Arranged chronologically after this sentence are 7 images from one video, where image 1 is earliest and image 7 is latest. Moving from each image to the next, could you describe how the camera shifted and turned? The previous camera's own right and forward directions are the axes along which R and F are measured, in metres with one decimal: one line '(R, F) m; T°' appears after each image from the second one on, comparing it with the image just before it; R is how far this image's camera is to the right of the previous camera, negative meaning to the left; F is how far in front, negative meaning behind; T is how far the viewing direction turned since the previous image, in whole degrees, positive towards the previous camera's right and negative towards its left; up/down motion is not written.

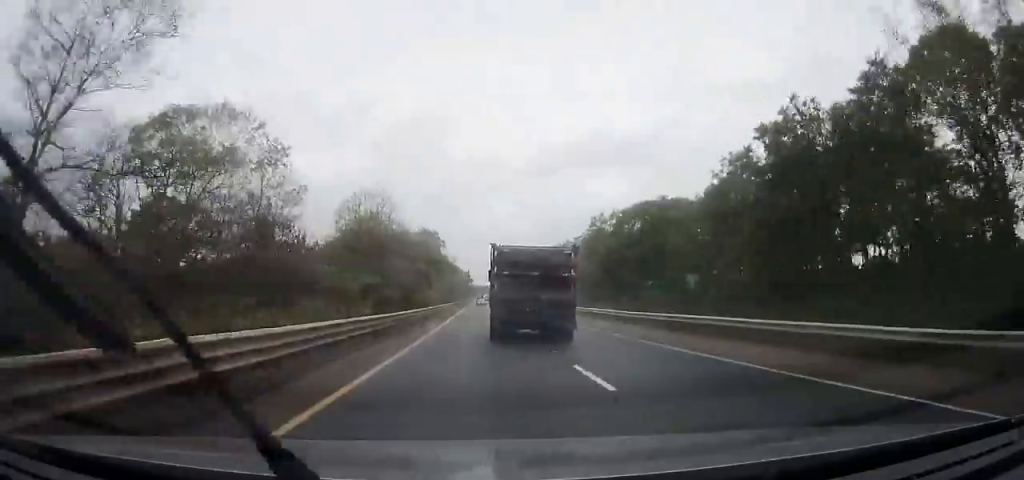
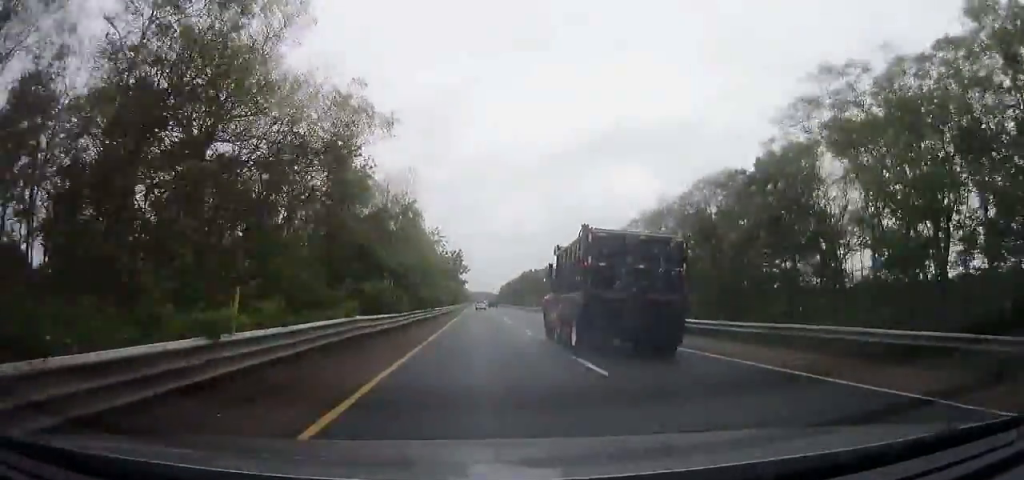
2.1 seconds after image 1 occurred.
(-0.1, +70.8) m; 0°
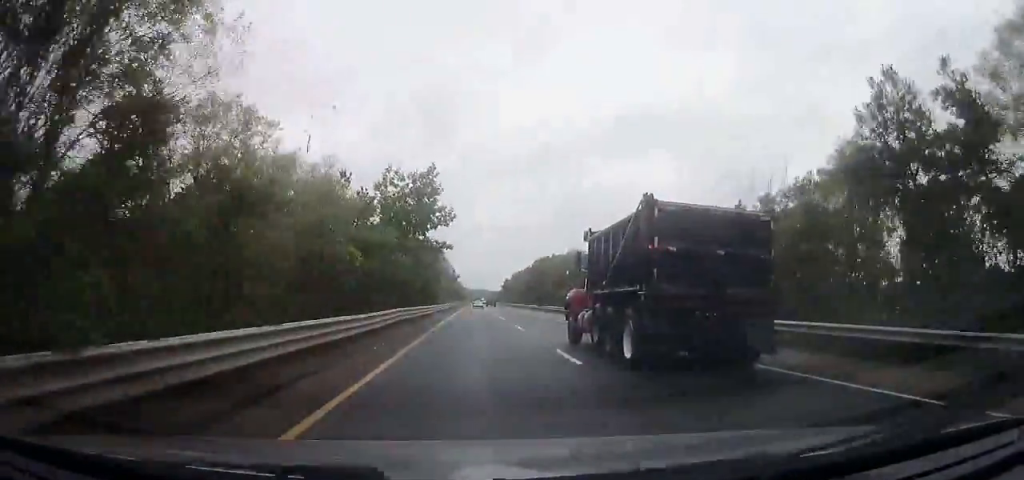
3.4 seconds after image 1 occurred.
(+0.1, +47.8) m; 0°
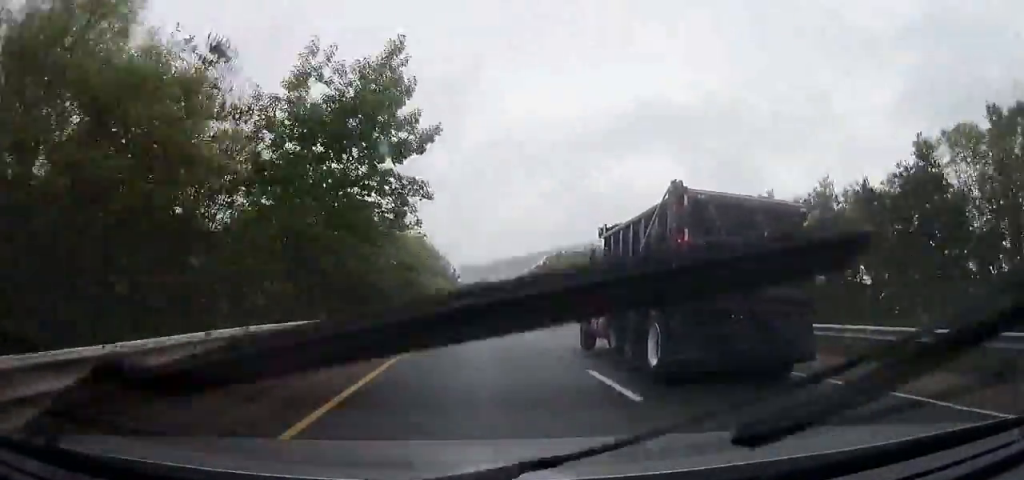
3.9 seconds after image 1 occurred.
(0.0, +16.2) m; 0°
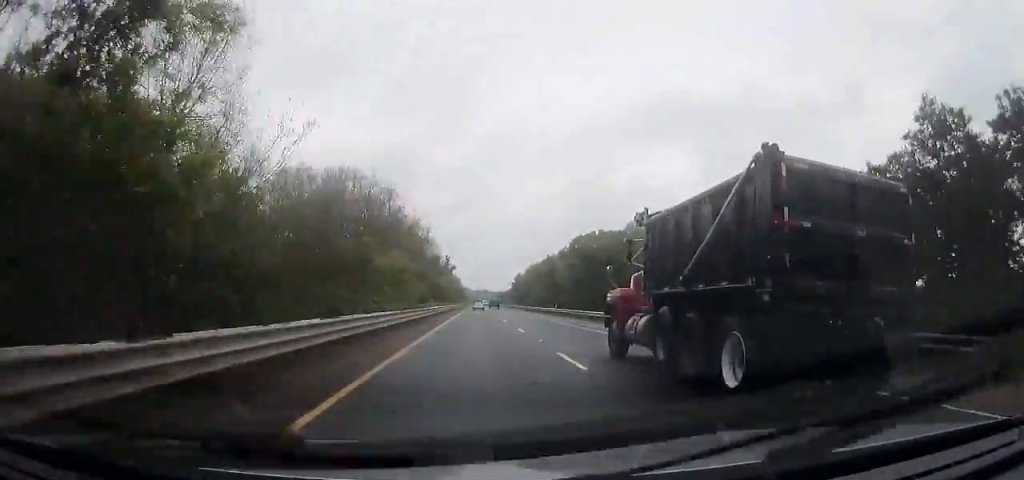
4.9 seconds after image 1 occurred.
(0.0, +33.4) m; 0°
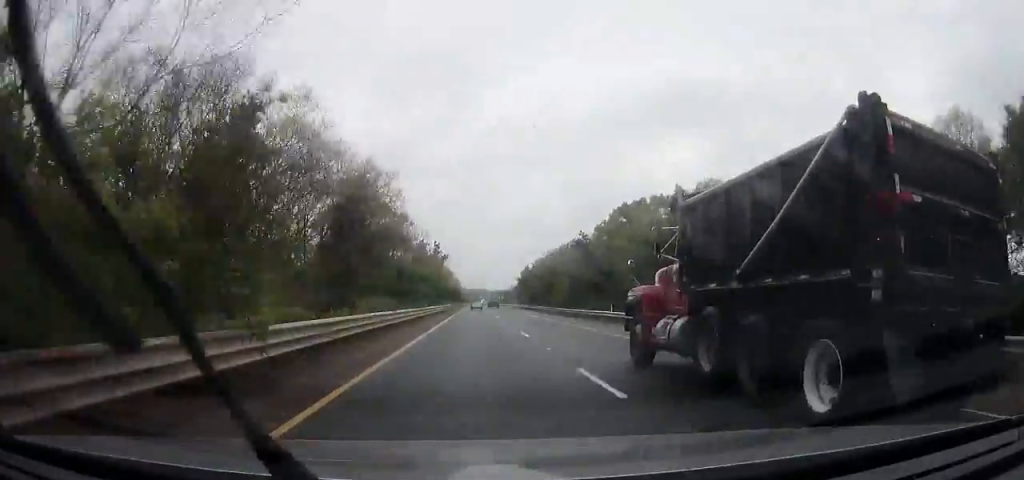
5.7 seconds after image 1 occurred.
(0.0, +27.4) m; 0°
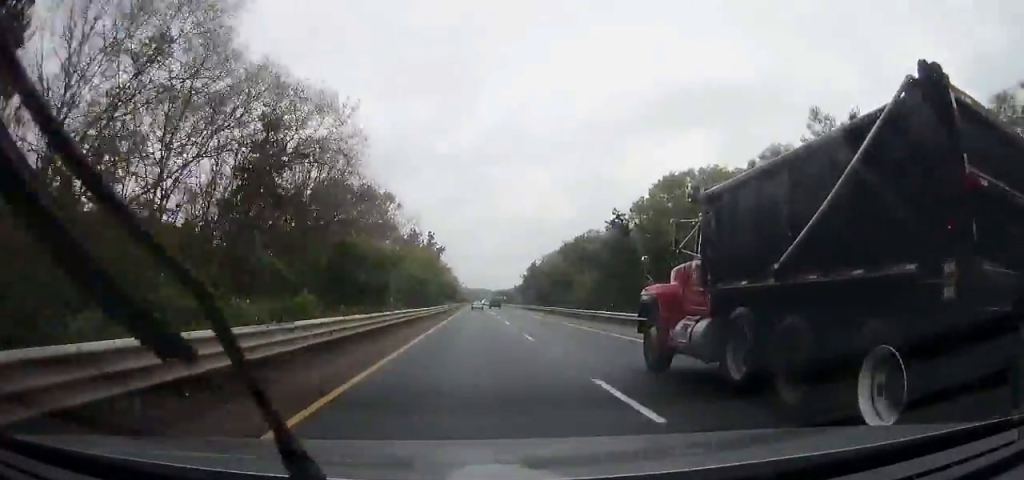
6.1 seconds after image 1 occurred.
(0.0, +13.6) m; 0°
